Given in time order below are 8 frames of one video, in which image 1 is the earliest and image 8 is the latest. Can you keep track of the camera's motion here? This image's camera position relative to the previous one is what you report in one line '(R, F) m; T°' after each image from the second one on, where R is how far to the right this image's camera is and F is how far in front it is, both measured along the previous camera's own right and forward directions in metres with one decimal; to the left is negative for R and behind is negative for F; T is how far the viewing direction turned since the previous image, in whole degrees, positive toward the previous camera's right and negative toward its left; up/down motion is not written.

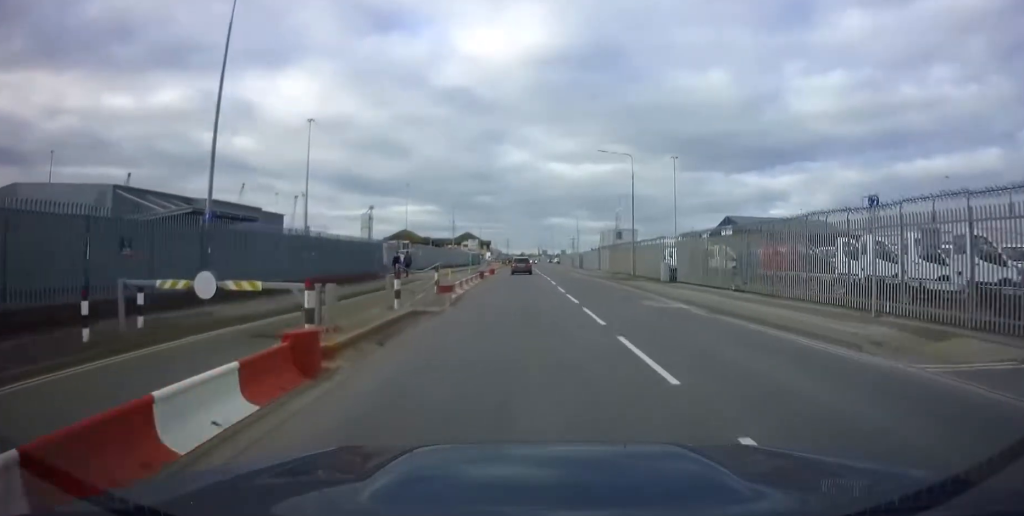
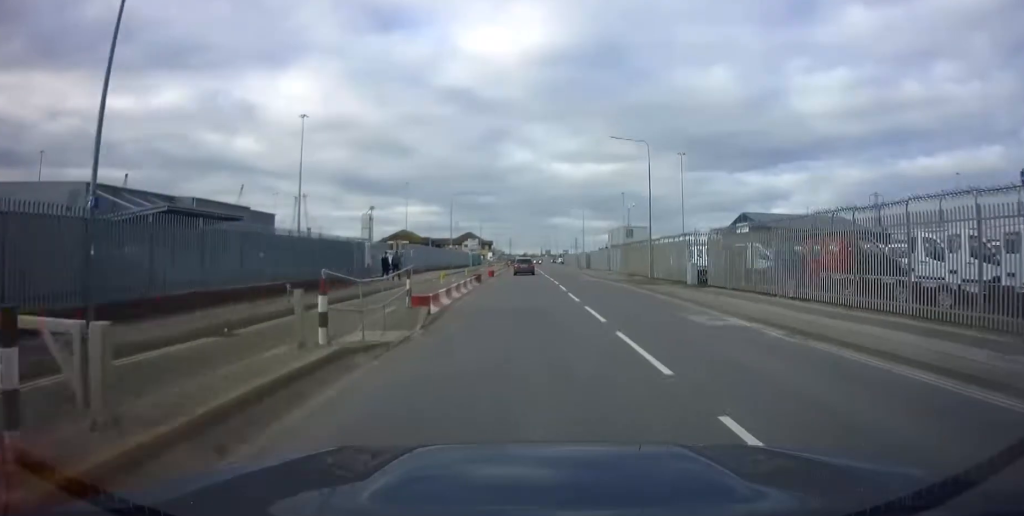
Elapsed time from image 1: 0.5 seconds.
(0.0, +5.6) m; 0°
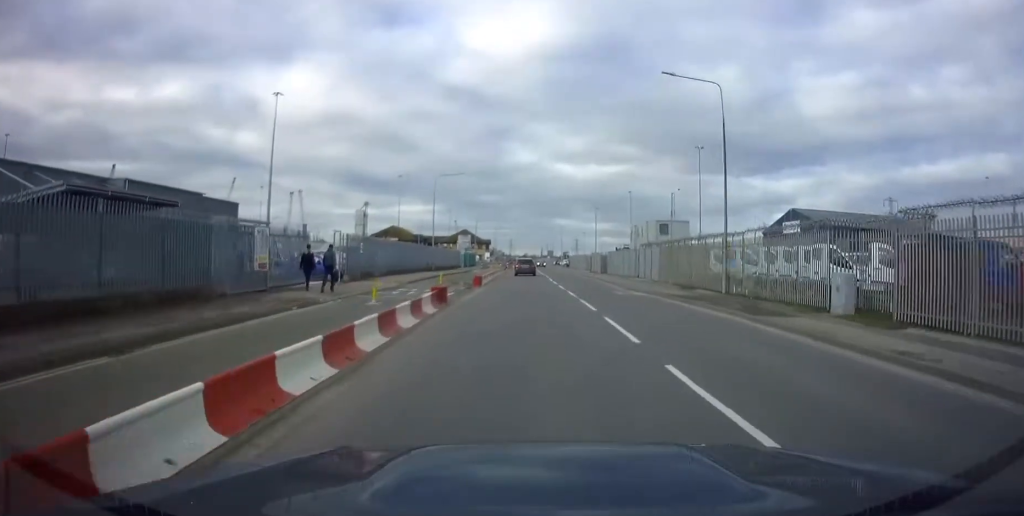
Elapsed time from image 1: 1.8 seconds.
(0.0, +16.0) m; 0°
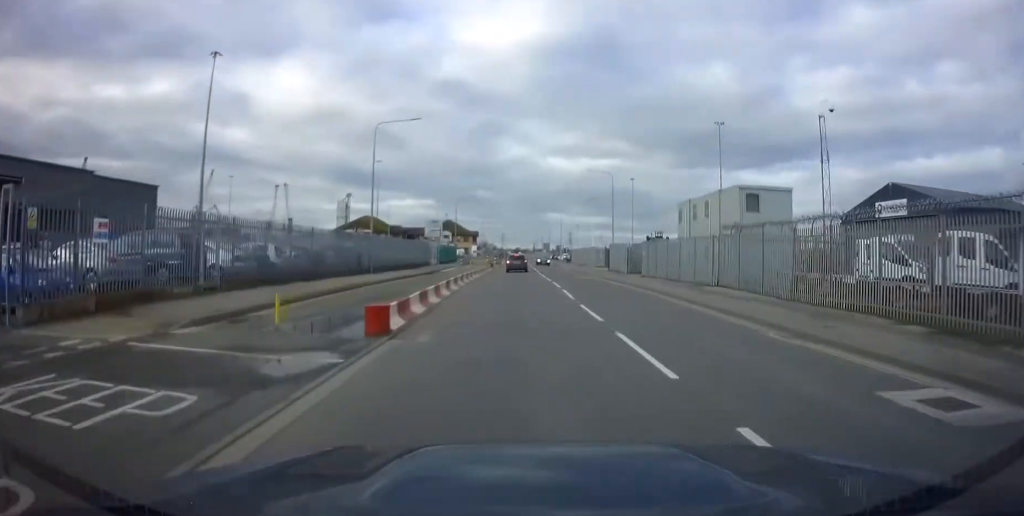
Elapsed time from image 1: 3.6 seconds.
(+0.3, +22.0) m; +2°
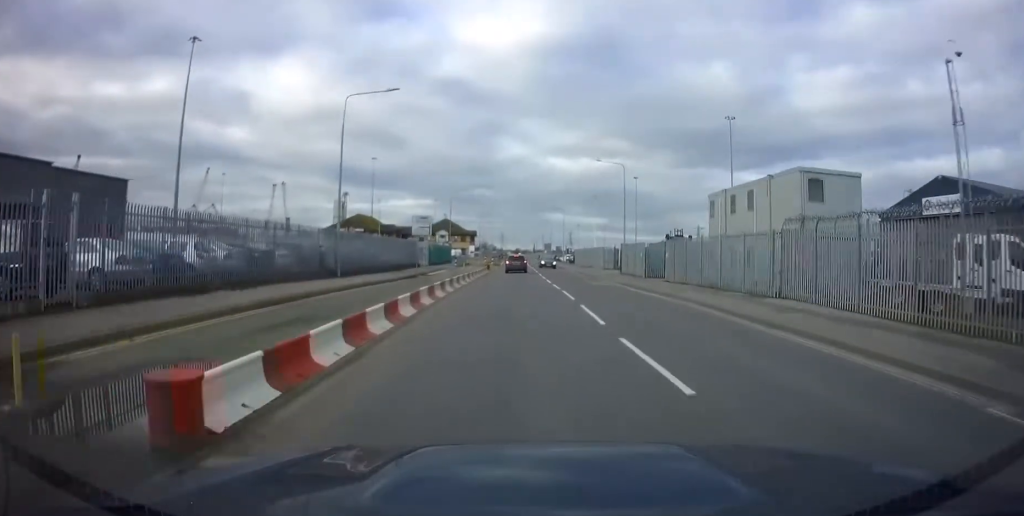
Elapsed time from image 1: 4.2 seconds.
(+0.2, +7.1) m; 0°
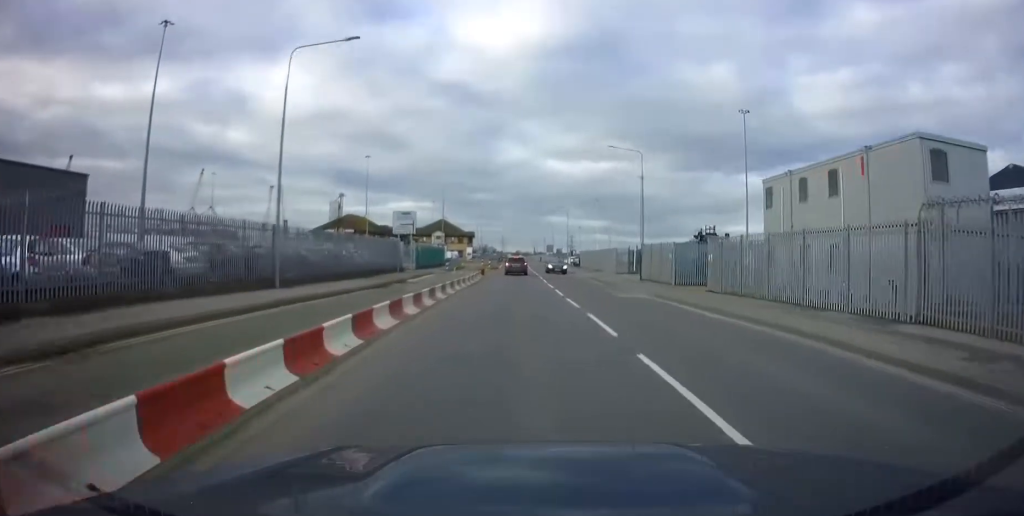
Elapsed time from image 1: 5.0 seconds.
(-0.2, +8.6) m; -1°
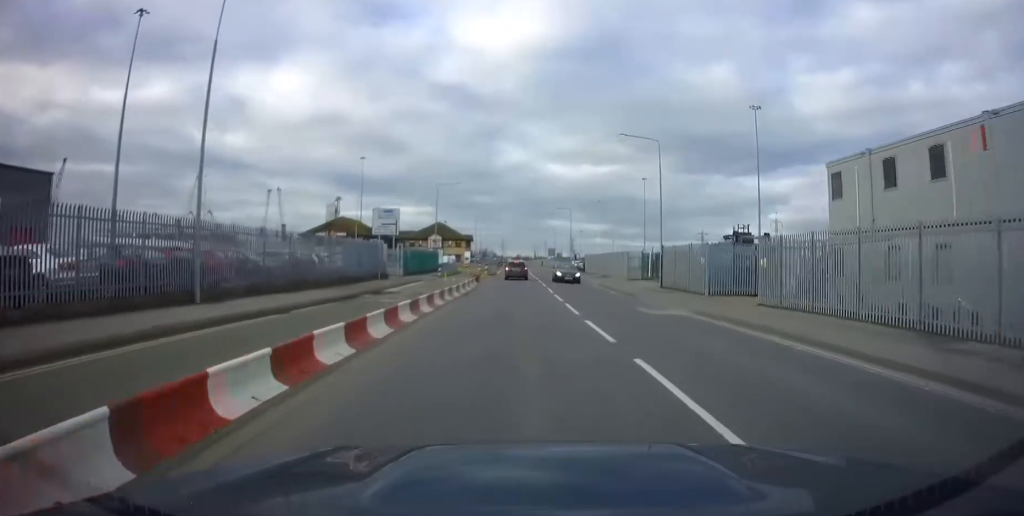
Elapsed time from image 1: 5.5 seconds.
(0.0, +6.3) m; 0°
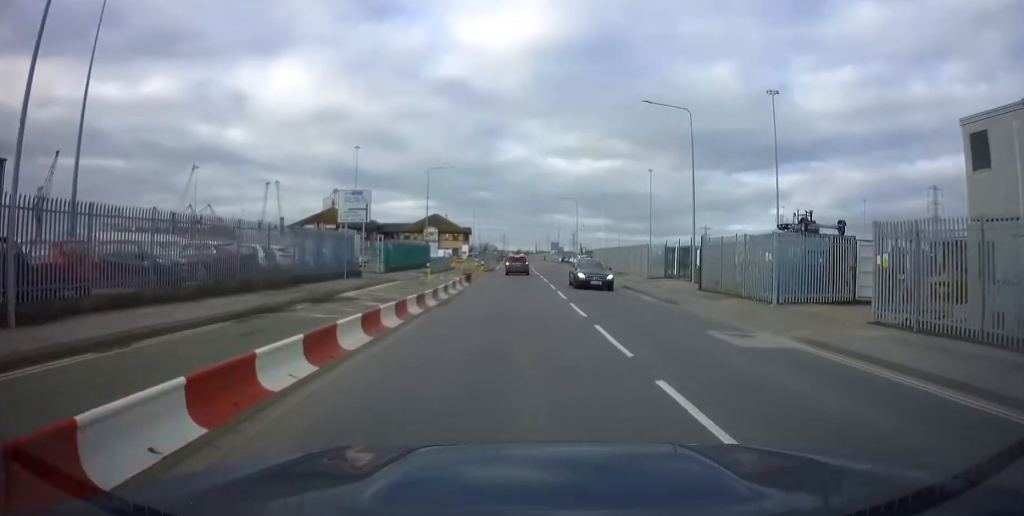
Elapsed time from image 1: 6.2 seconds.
(0.0, +7.8) m; 0°
